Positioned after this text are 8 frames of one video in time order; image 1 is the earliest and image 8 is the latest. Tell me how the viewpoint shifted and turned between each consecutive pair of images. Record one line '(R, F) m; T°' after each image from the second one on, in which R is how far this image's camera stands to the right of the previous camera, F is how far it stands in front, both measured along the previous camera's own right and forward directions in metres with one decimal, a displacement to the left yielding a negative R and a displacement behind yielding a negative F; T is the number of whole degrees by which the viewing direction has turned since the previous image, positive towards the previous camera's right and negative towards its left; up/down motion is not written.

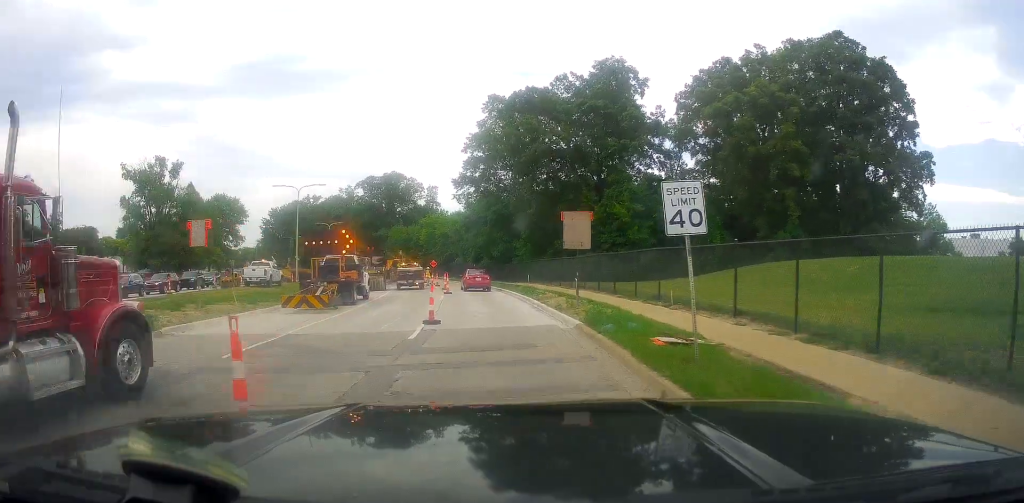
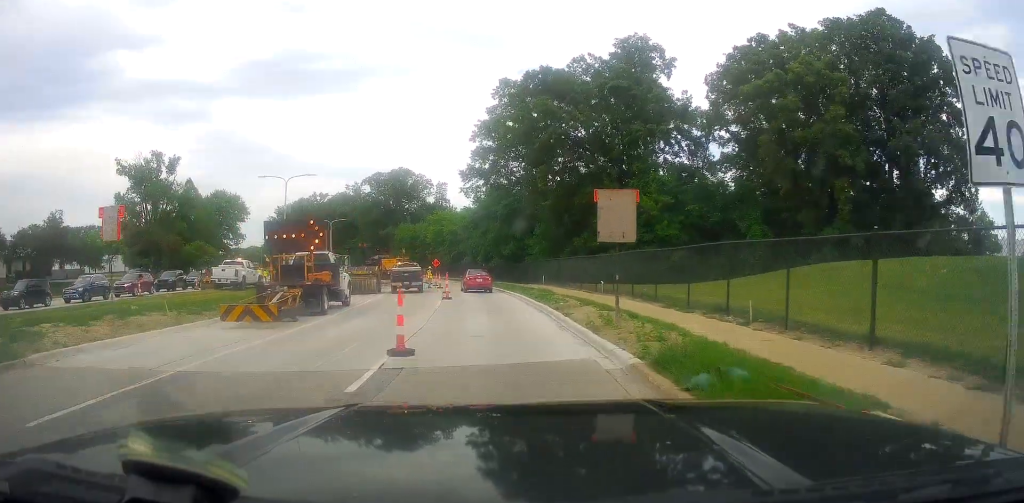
(-0.2, +5.9) m; -1°
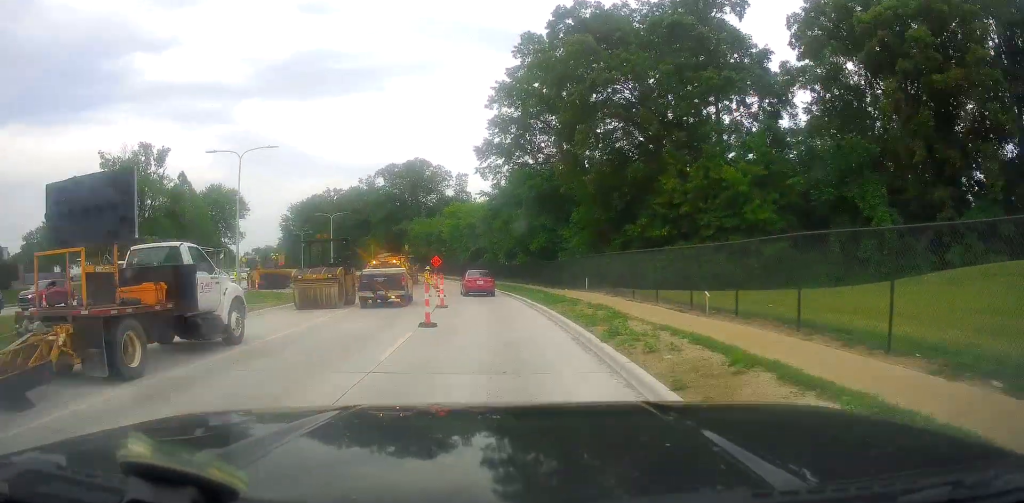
(-0.1, +12.7) m; 0°
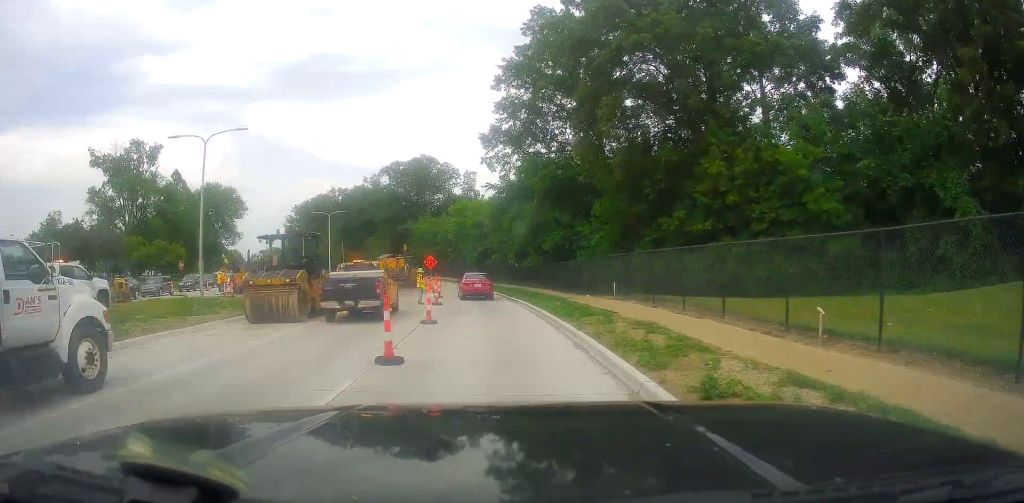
(+0.1, +6.0) m; 0°
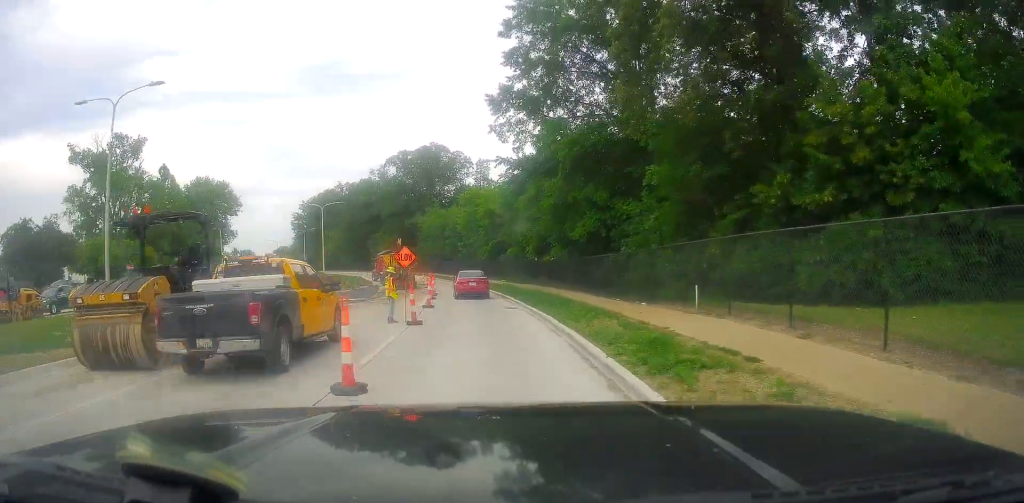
(-0.2, +9.8) m; -2°
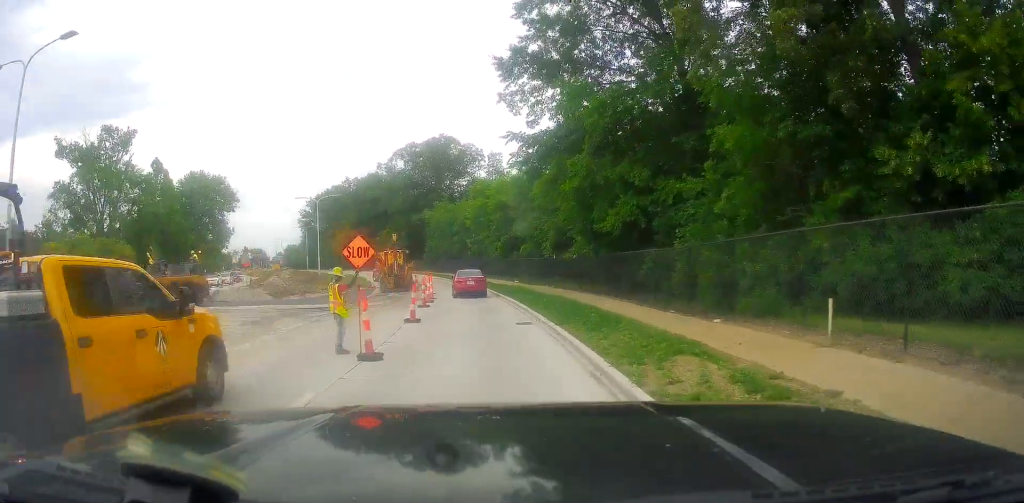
(-0.1, +6.6) m; -3°
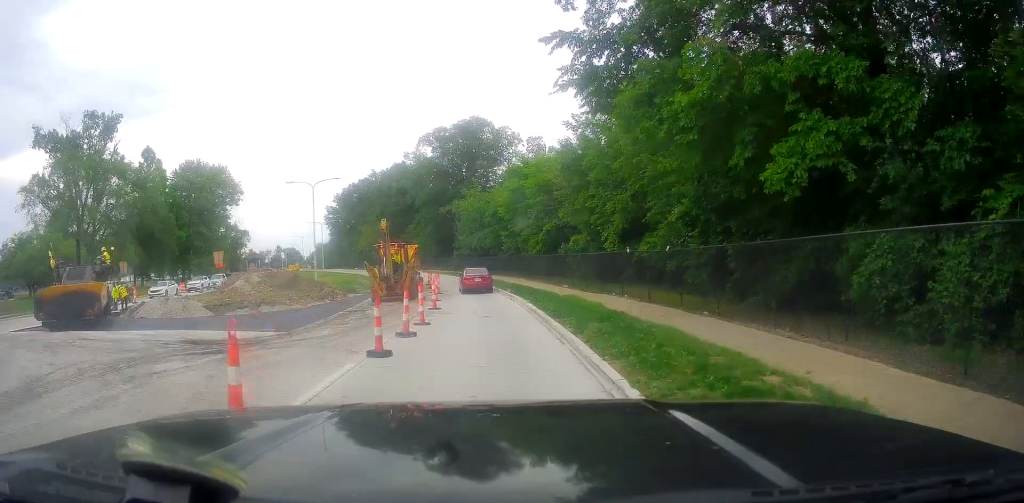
(-0.7, +12.8) m; -7°
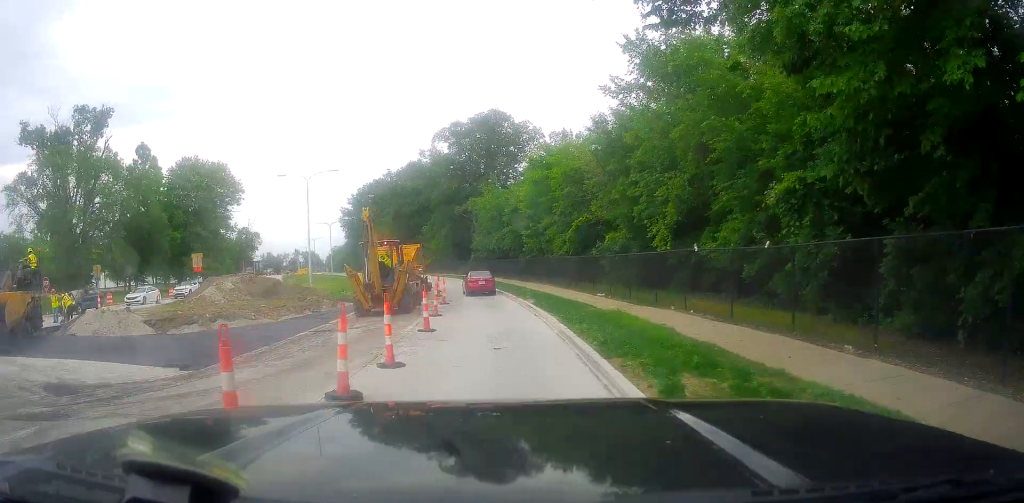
(+0.1, +5.9) m; -5°
